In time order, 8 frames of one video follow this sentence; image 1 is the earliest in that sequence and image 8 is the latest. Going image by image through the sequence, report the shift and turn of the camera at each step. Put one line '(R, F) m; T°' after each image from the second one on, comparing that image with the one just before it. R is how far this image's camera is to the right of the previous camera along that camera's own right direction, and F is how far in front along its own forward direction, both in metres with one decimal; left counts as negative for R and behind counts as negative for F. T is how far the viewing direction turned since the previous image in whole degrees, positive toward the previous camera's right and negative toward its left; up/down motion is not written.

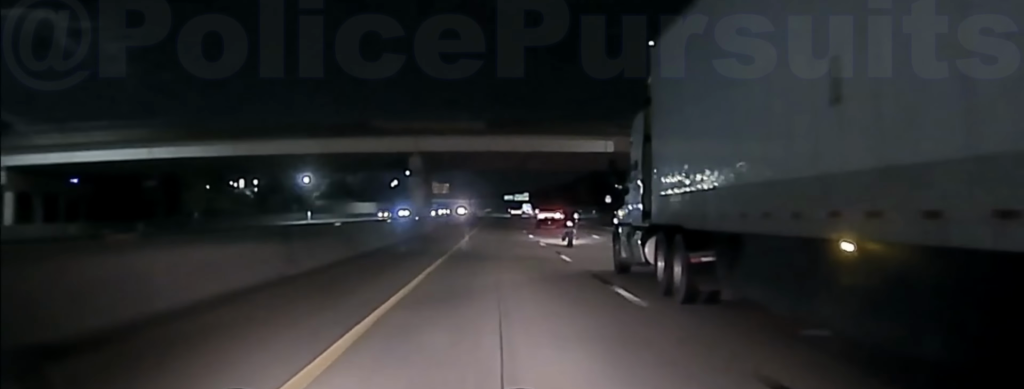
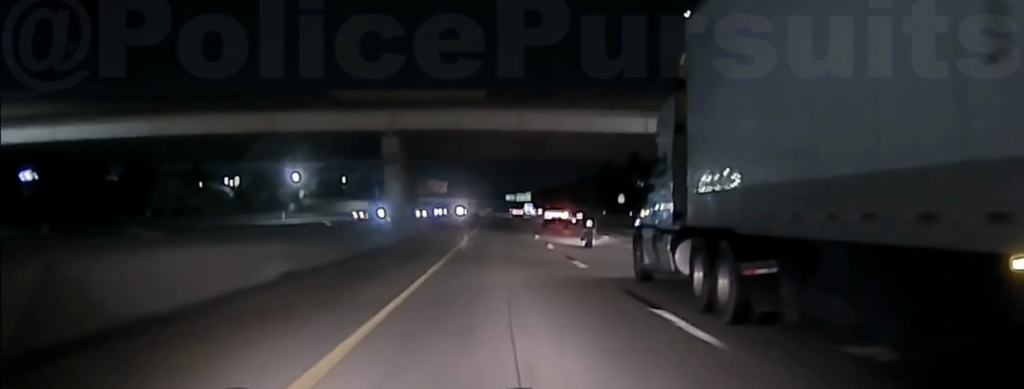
(0.0, +15.9) m; 0°
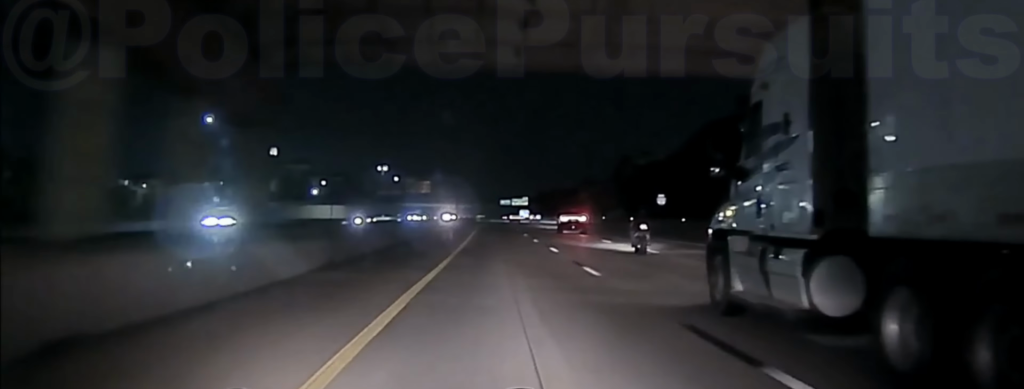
(0.0, +41.0) m; 0°
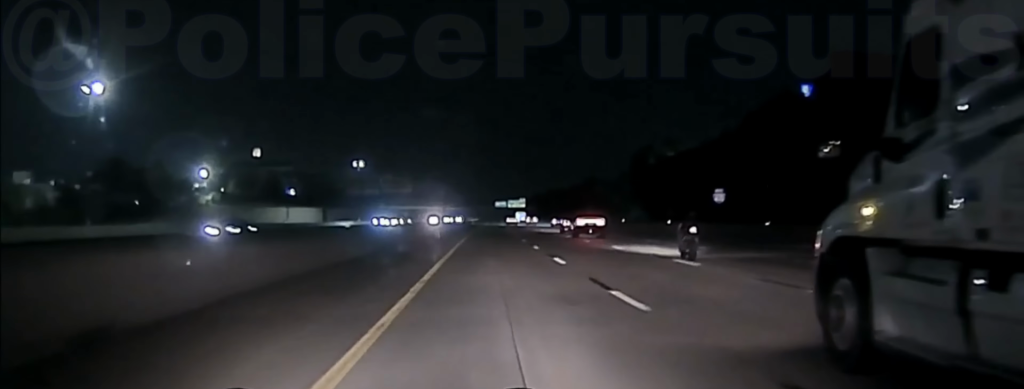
(0.0, +31.1) m; 0°
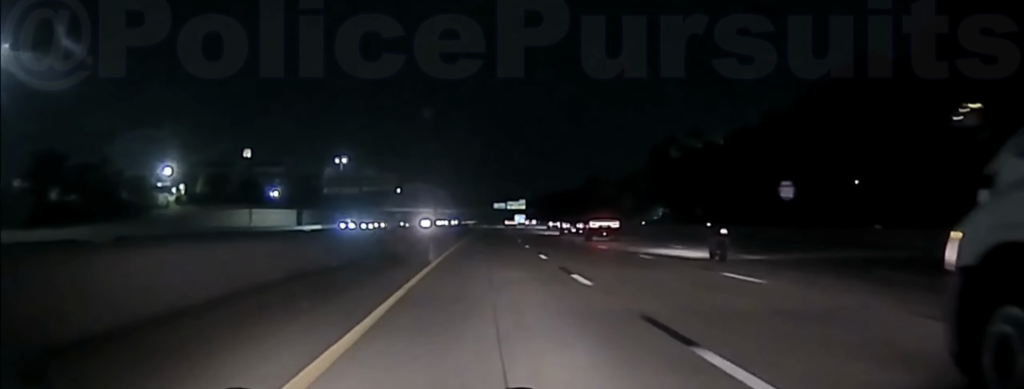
(0.0, +19.6) m; 0°
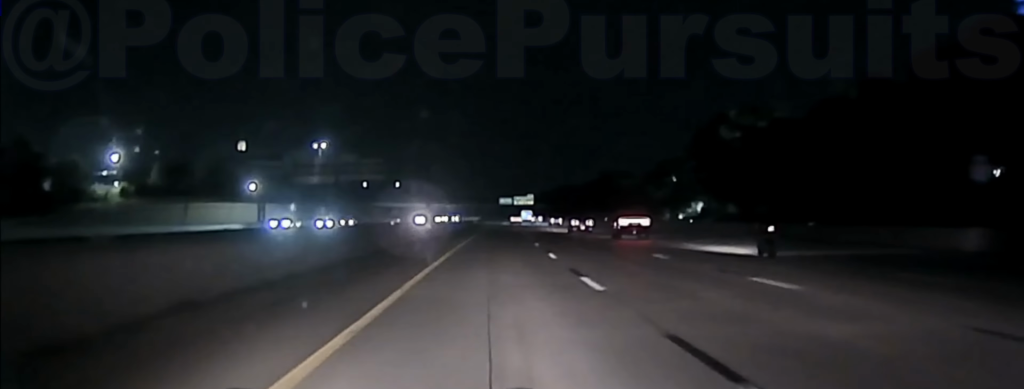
(+0.3, +24.8) m; 0°
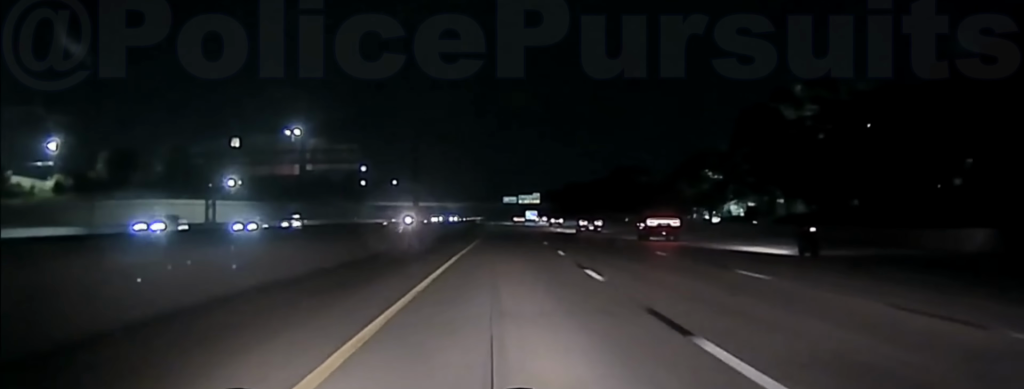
(-0.3, +22.8) m; -1°
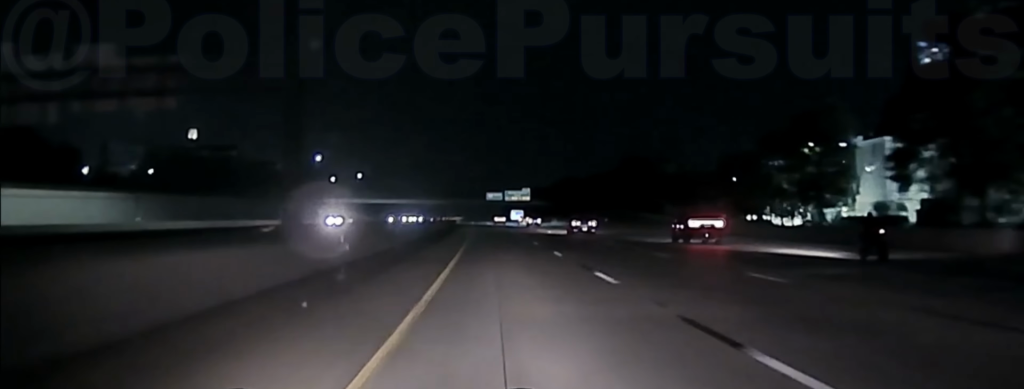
(+0.1, +47.9) m; +1°
